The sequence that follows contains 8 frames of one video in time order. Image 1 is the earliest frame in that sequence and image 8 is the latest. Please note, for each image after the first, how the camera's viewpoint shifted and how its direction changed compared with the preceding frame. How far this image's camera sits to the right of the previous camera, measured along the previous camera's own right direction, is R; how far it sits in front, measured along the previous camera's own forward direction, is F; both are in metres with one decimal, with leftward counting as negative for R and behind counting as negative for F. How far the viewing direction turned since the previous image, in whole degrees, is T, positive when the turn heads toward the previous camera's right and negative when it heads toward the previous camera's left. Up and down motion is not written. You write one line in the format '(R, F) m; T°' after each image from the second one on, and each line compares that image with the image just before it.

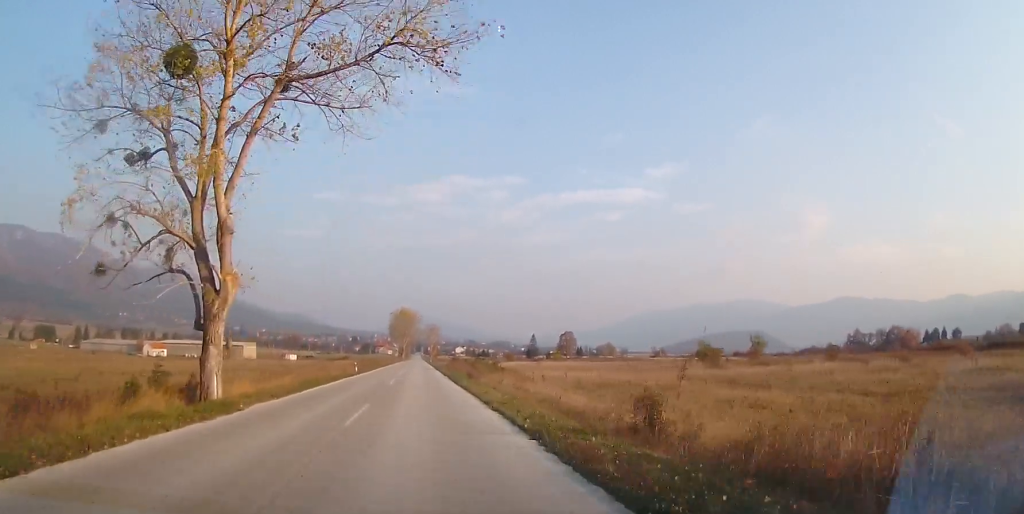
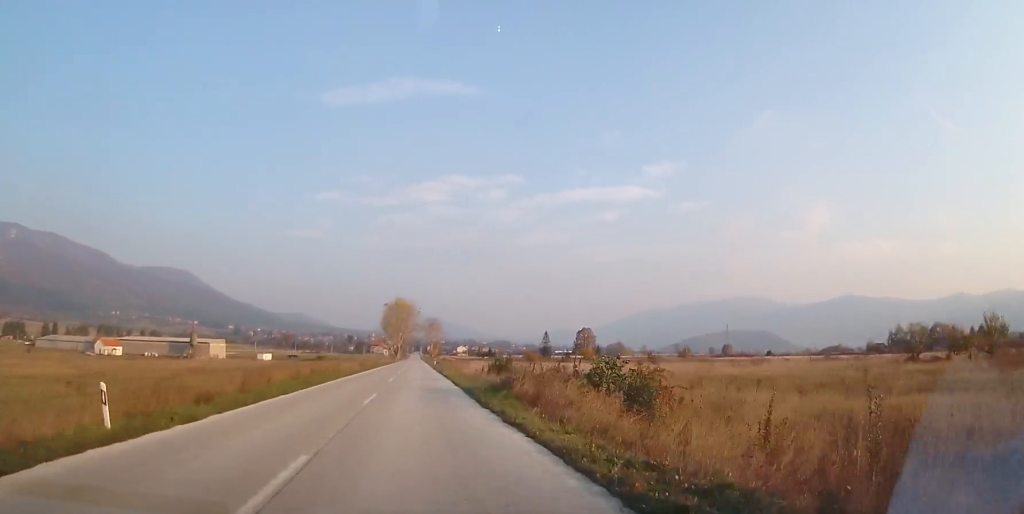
(+0.5, +42.5) m; +1°
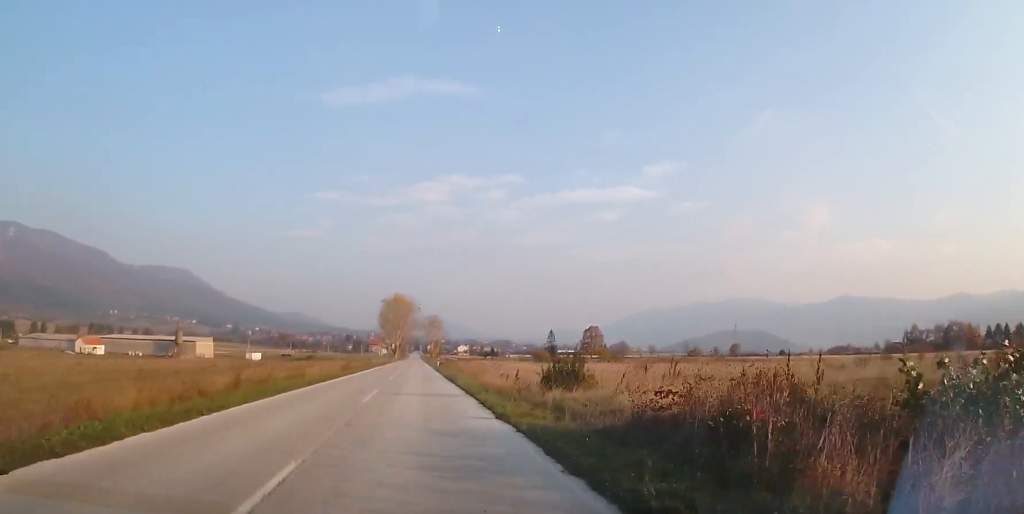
(-0.1, +14.3) m; 0°
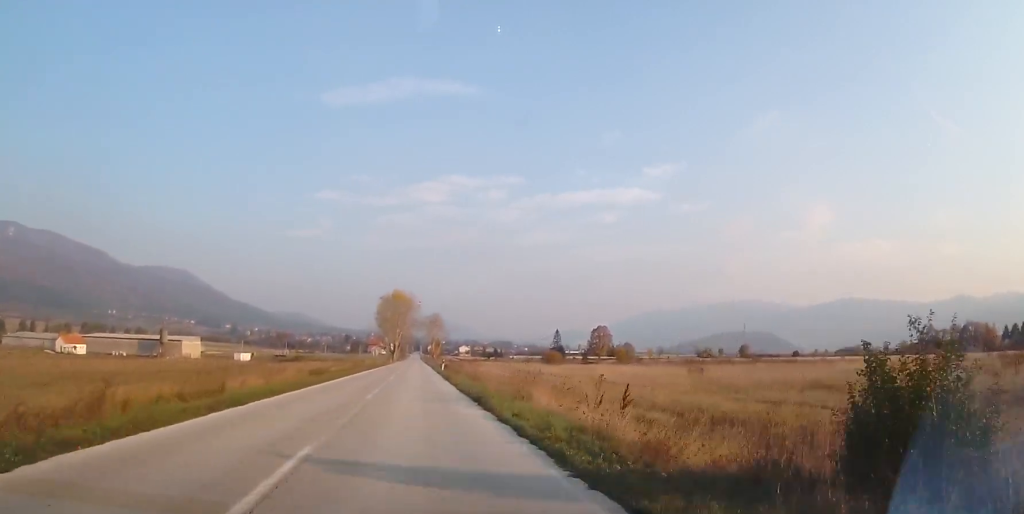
(0.0, +13.5) m; 0°
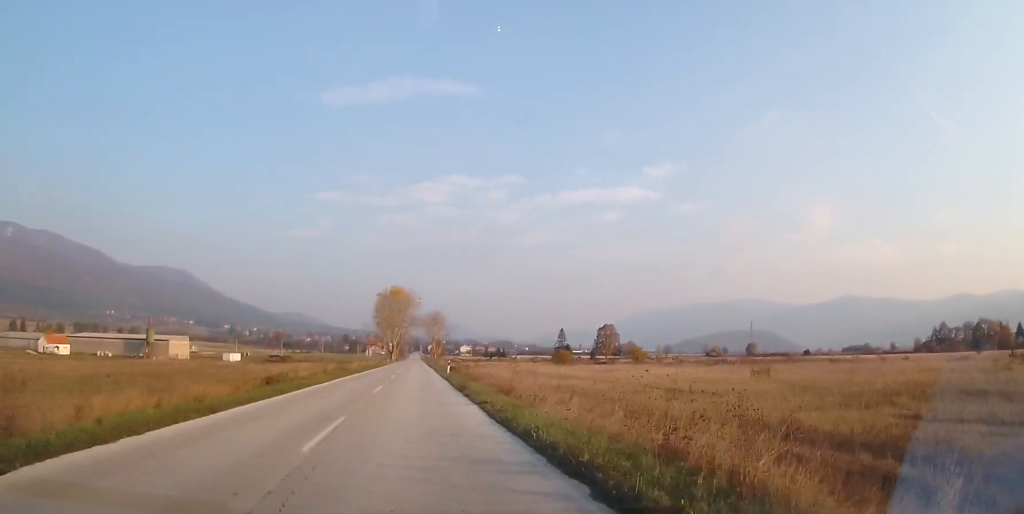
(0.0, +10.6) m; 0°
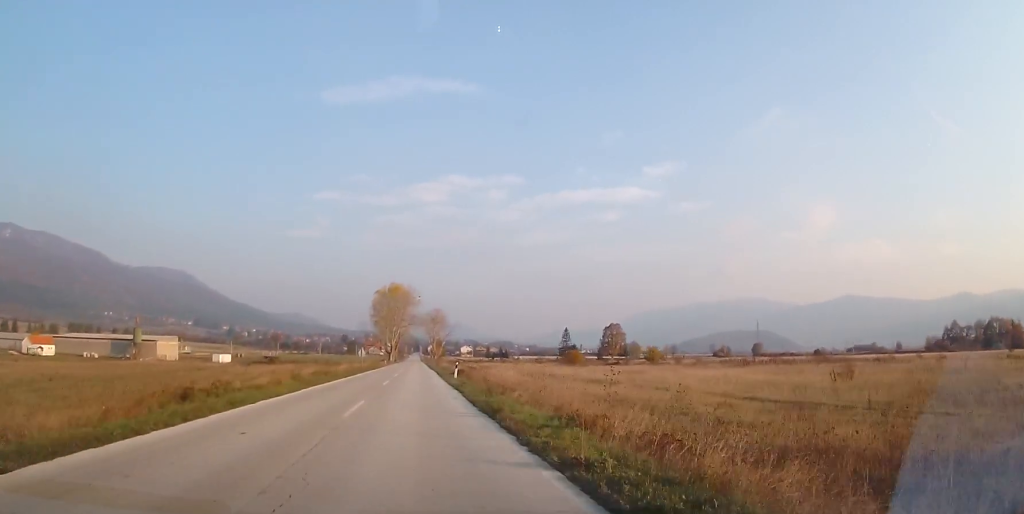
(0.0, +9.2) m; 0°
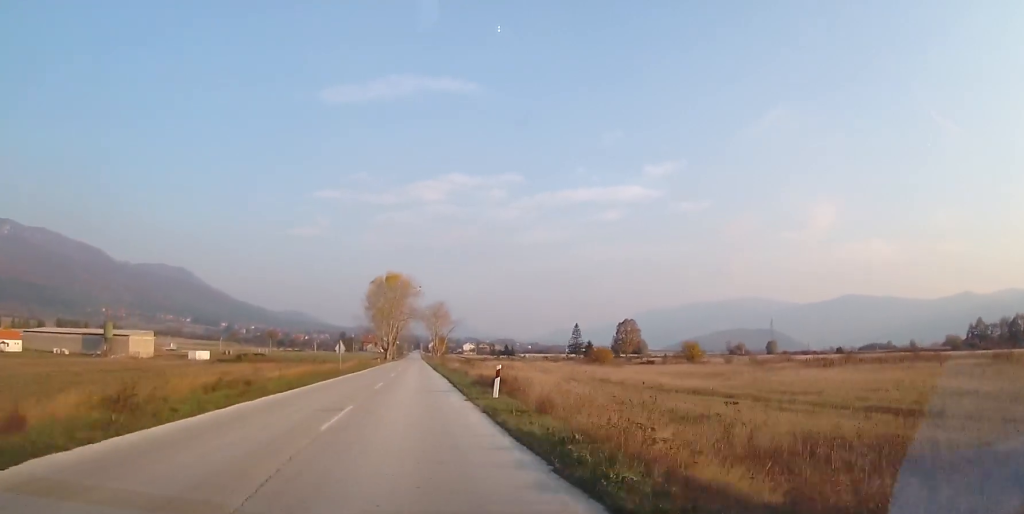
(+0.1, +18.7) m; 0°
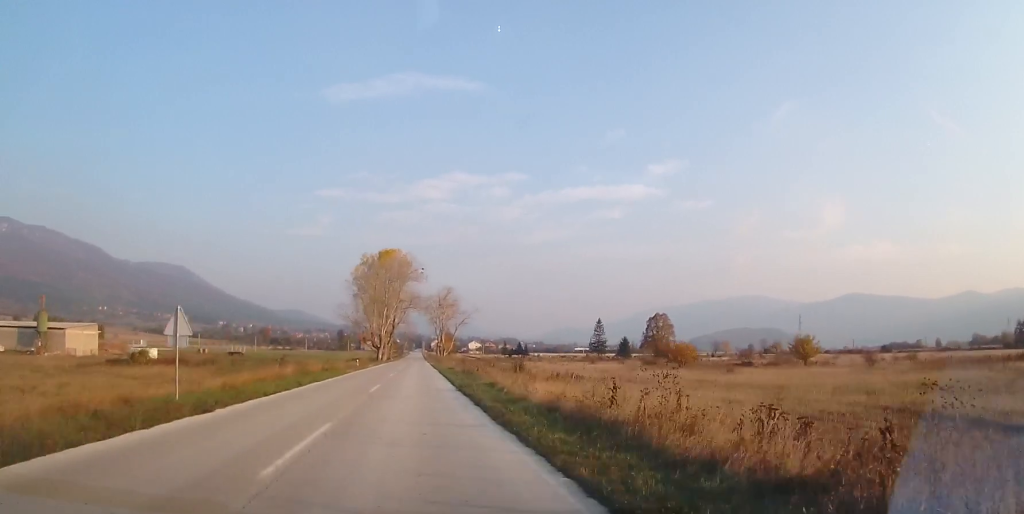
(-0.1, +33.7) m; -1°
